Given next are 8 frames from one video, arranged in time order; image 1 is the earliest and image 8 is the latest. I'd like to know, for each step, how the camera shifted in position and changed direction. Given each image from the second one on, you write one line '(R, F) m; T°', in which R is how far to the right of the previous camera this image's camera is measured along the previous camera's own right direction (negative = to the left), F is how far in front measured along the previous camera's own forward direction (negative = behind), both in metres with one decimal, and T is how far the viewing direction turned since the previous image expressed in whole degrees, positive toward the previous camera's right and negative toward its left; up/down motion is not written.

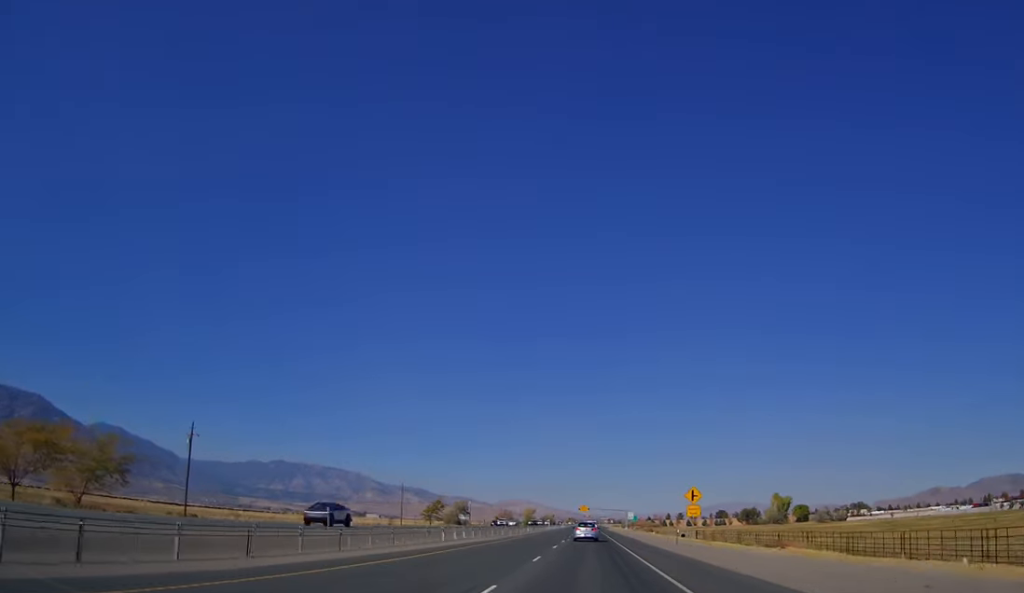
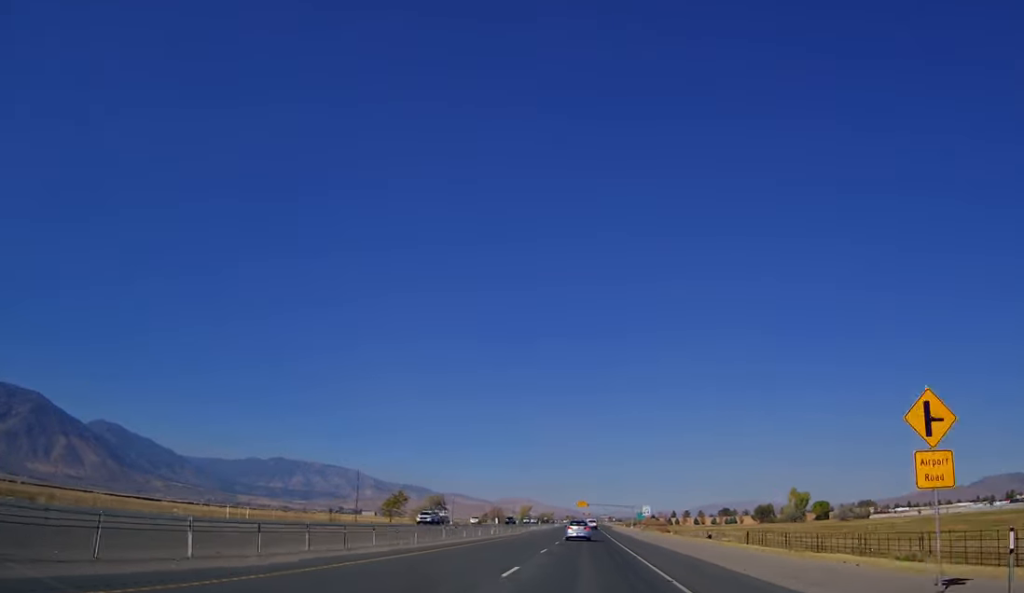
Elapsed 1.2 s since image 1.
(0.0, +32.6) m; 0°
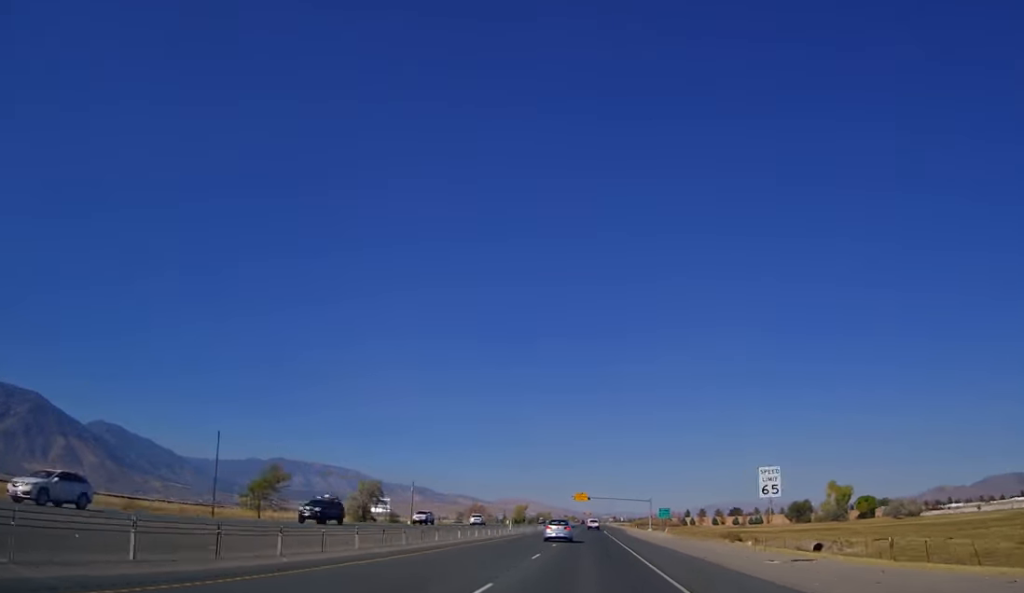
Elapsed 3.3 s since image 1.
(-0.1, +54.6) m; 0°
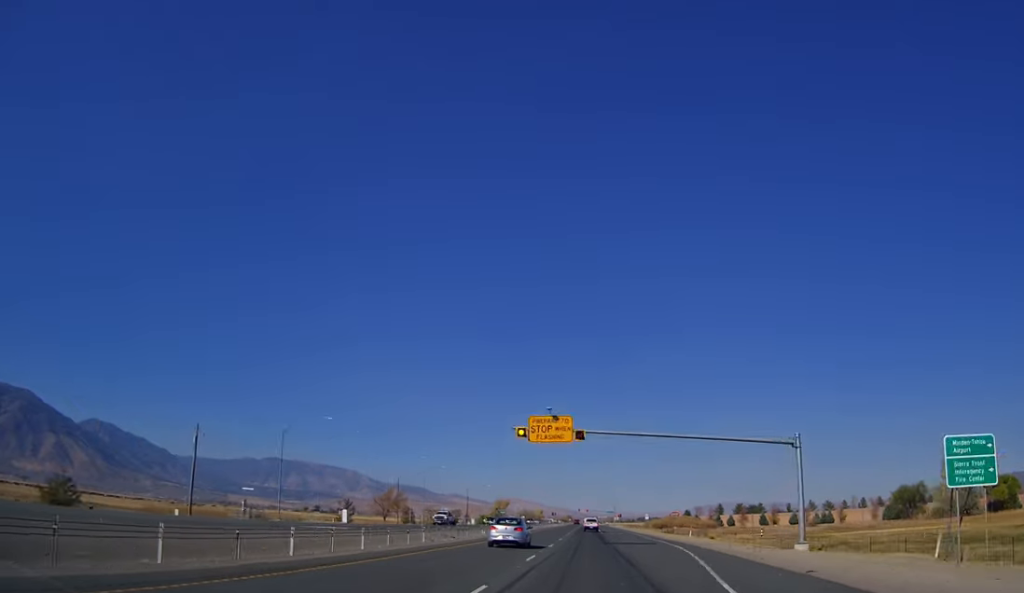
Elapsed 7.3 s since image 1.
(+0.1, +99.9) m; 0°
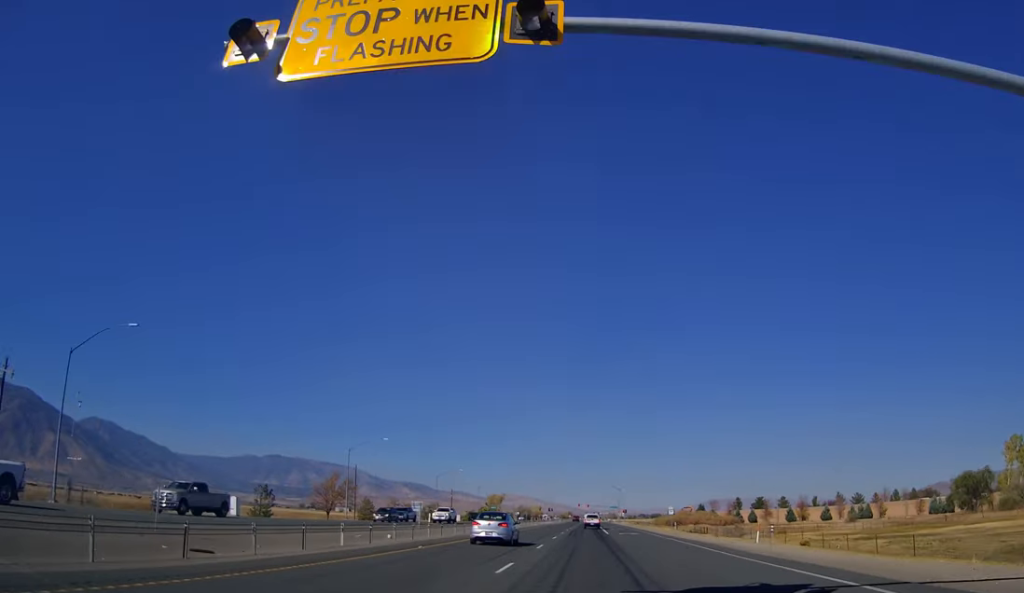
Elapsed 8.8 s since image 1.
(0.0, +32.2) m; 0°
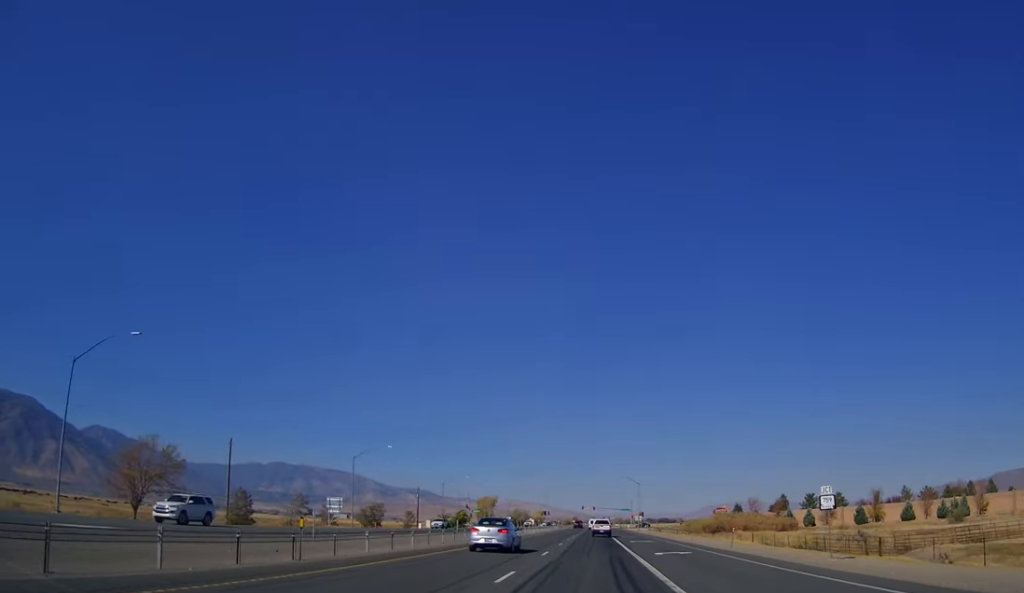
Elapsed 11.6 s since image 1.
(0.0, +53.5) m; 0°
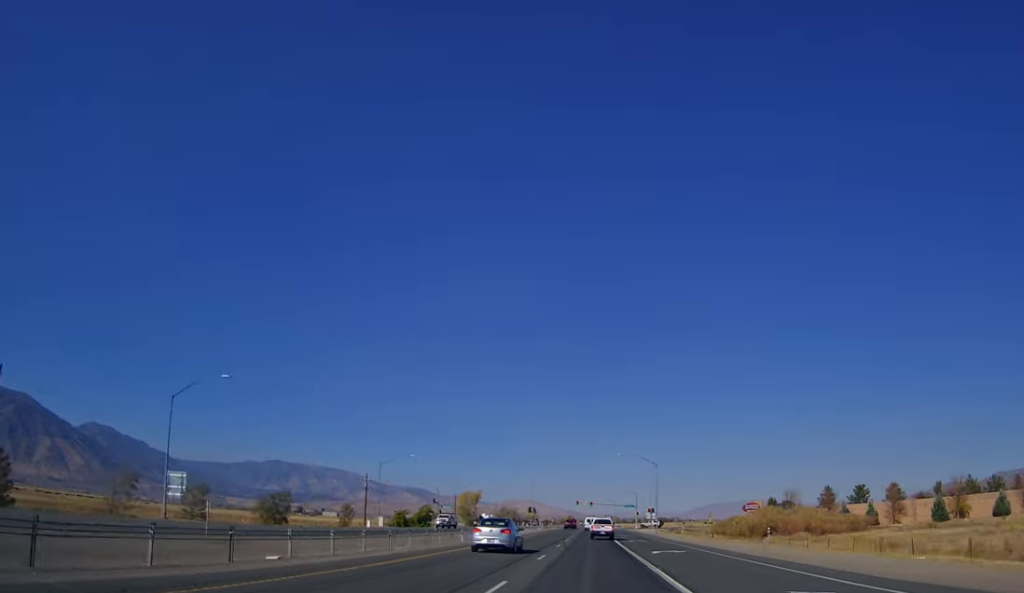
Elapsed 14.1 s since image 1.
(-0.2, +40.1) m; -1°
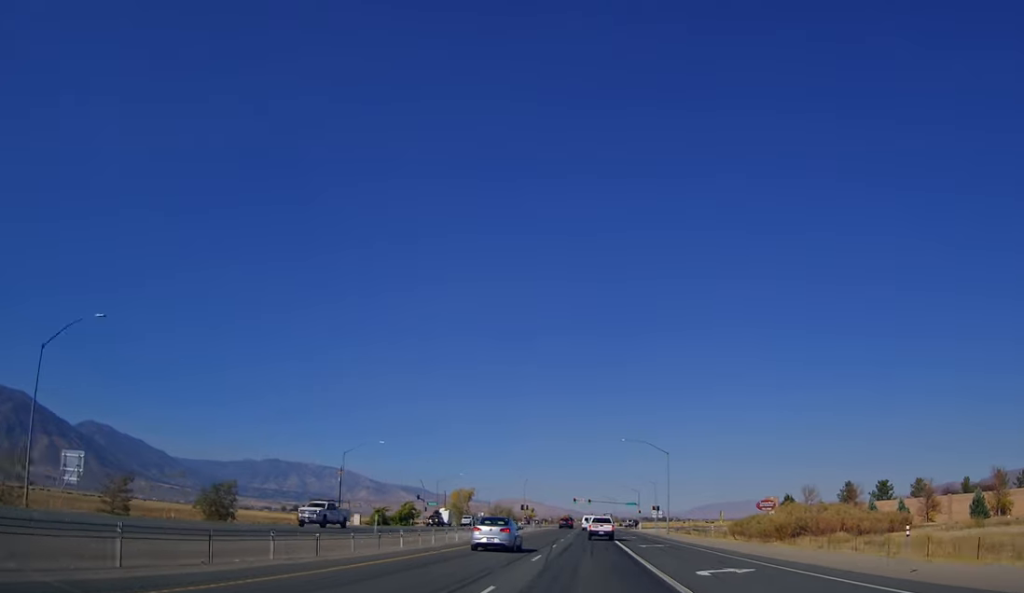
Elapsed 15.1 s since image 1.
(-0.1, +14.4) m; 0°
